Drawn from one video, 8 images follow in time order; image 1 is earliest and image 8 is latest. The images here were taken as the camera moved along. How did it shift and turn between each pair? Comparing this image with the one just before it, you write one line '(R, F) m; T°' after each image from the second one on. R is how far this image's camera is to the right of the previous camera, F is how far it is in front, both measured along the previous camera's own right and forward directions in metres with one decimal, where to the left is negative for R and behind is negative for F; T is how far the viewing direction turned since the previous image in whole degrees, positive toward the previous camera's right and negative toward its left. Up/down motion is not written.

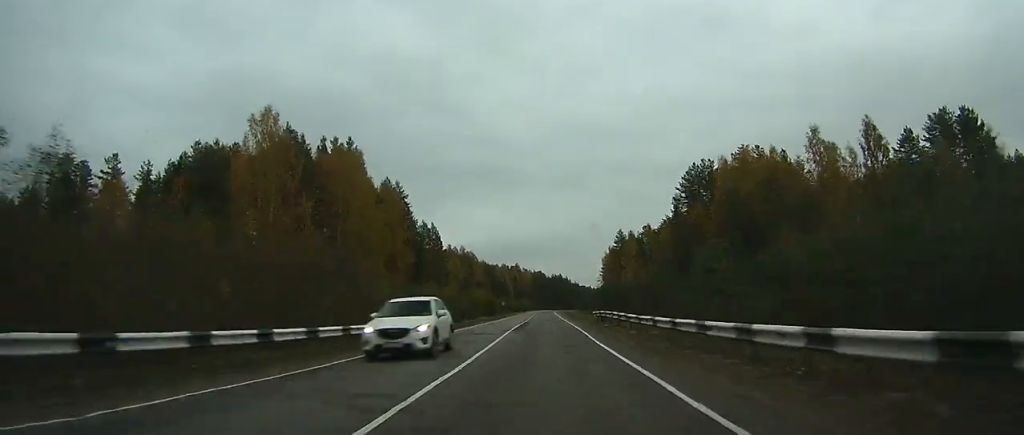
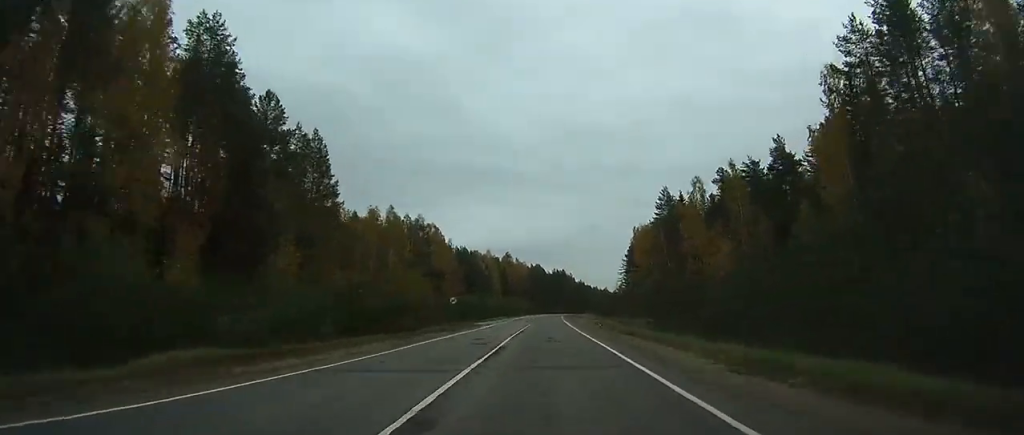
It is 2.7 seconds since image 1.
(+0.1, +74.5) m; 0°
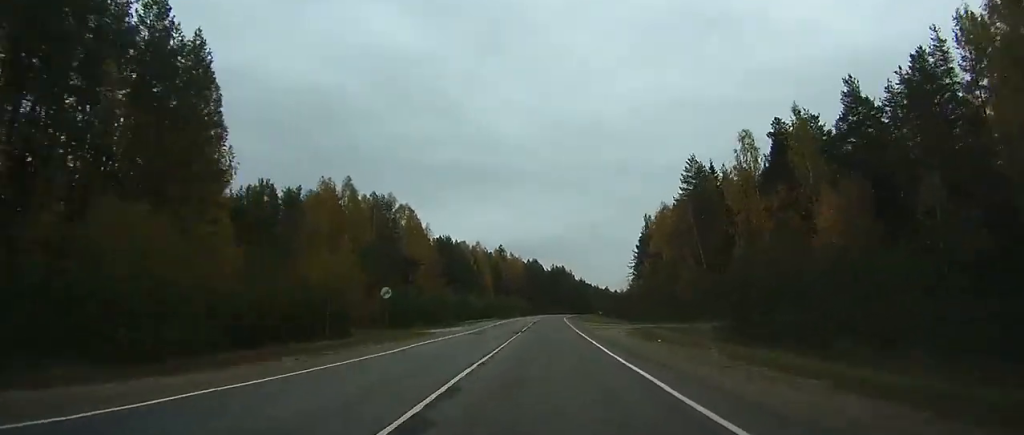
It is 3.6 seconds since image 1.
(0.0, +24.9) m; 0°
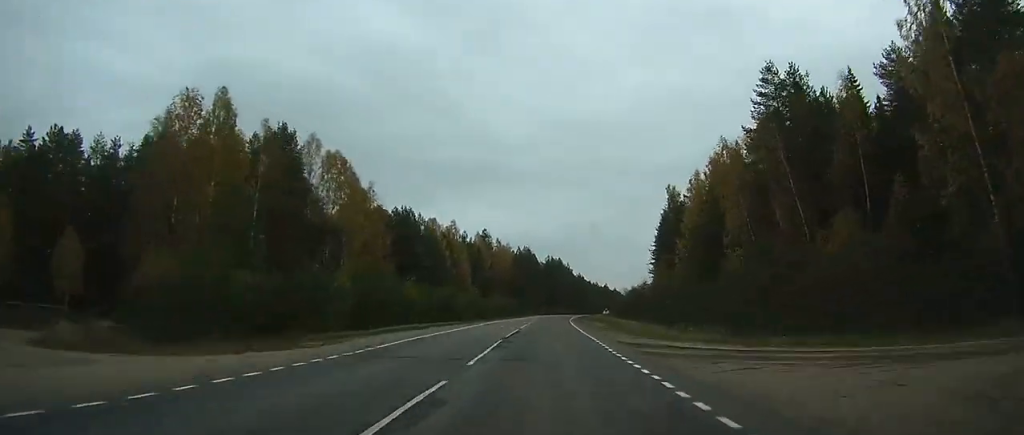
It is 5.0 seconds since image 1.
(+0.1, +36.4) m; +1°
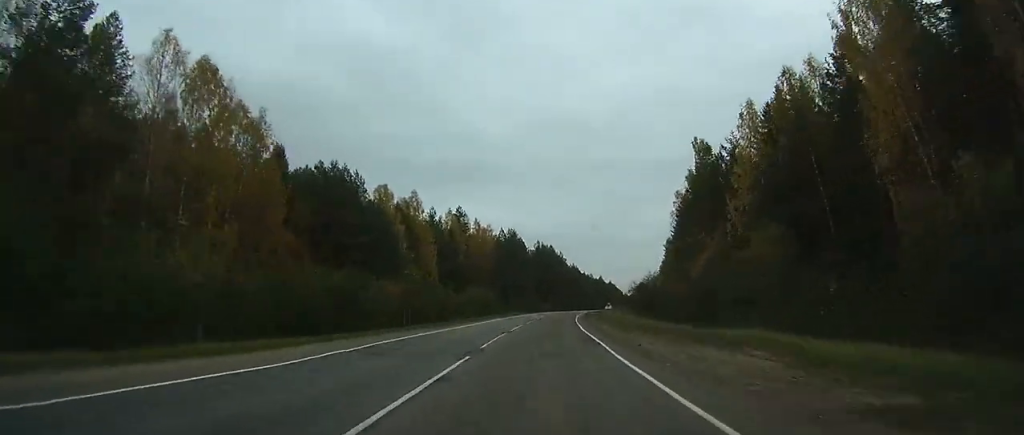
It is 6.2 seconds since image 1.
(-0.1, +30.4) m; +1°
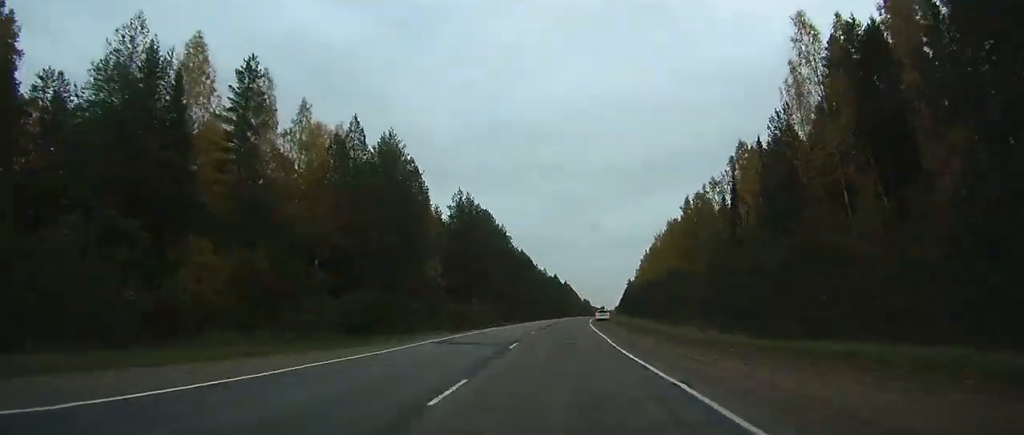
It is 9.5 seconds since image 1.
(+3.3, +83.1) m; +4°
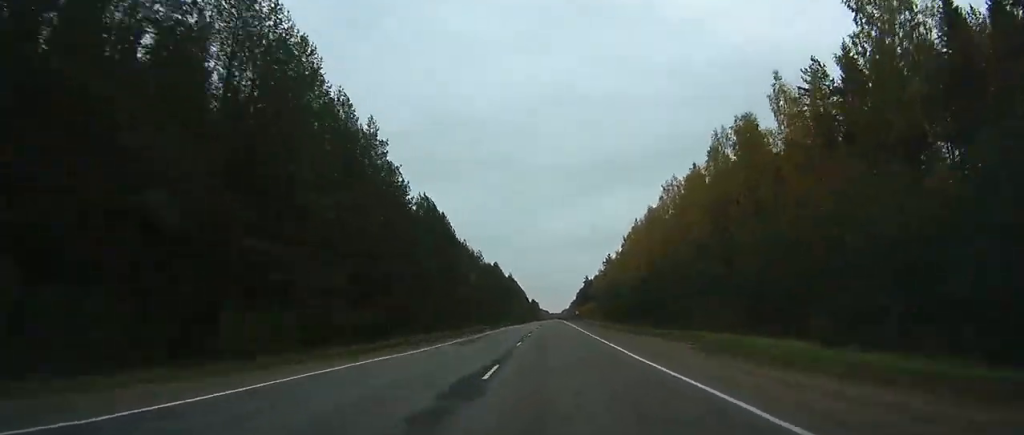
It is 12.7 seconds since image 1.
(+3.8, +85.0) m; +5°
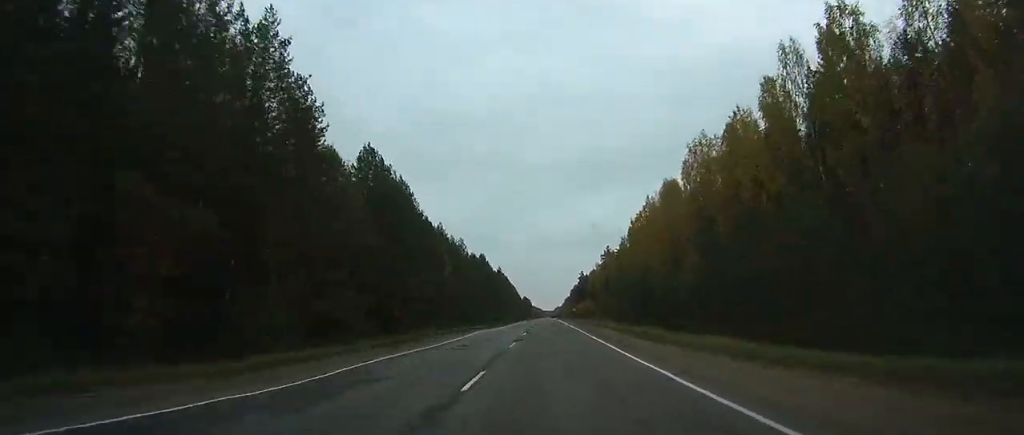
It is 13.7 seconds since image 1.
(+0.5, +25.9) m; +1°
